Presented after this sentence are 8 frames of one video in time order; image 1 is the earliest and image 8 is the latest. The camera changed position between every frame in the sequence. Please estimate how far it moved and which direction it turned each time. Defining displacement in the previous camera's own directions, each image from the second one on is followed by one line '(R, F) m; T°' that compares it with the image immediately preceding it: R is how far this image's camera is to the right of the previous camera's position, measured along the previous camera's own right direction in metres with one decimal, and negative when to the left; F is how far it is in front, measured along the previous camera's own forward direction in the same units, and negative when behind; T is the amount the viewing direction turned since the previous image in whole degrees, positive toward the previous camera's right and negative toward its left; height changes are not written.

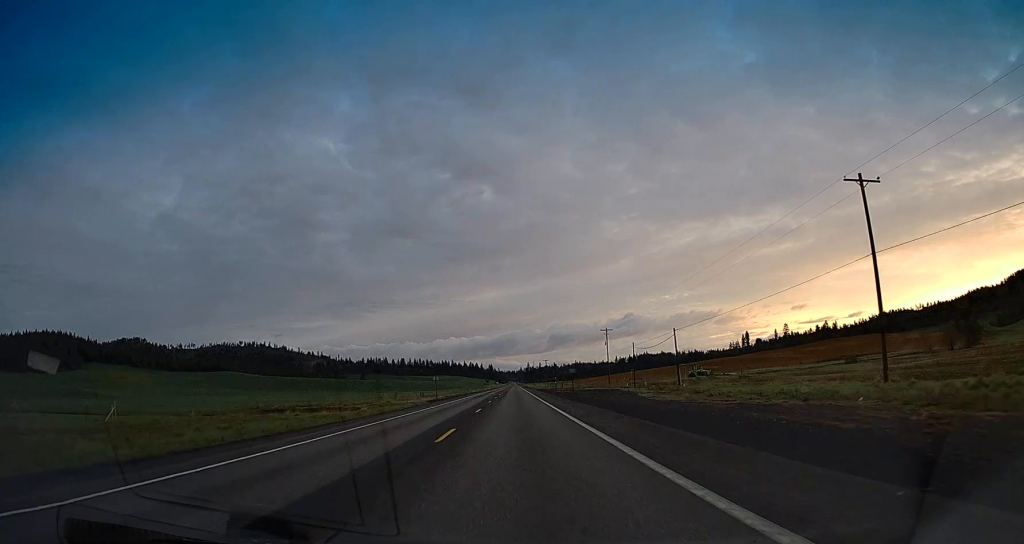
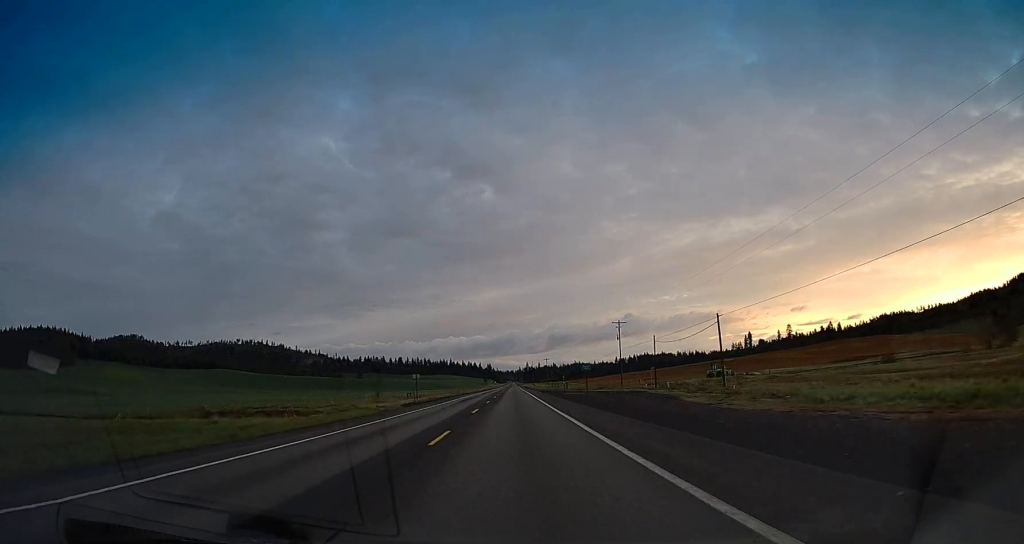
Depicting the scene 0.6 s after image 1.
(0.0, +16.8) m; +1°
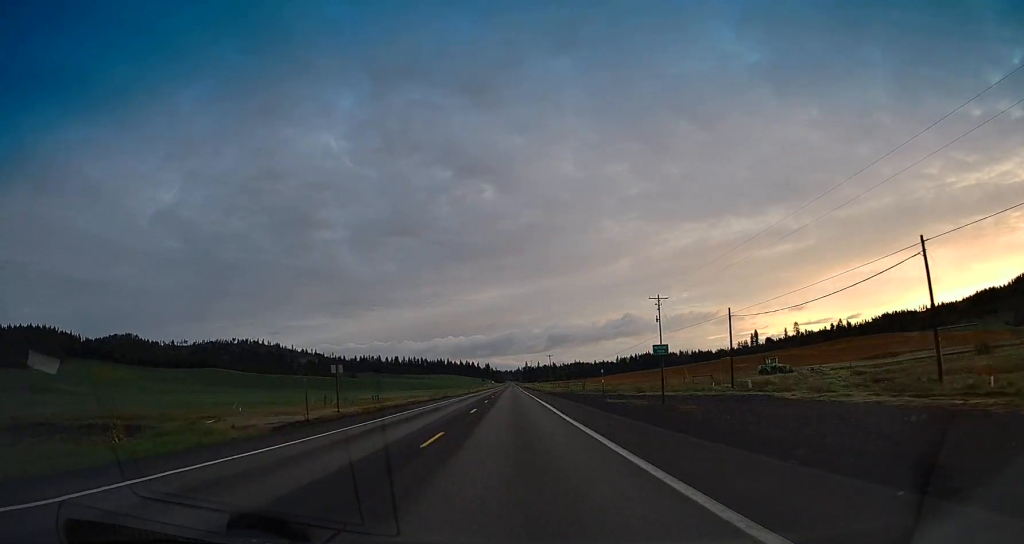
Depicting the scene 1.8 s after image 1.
(+0.3, +33.9) m; 0°
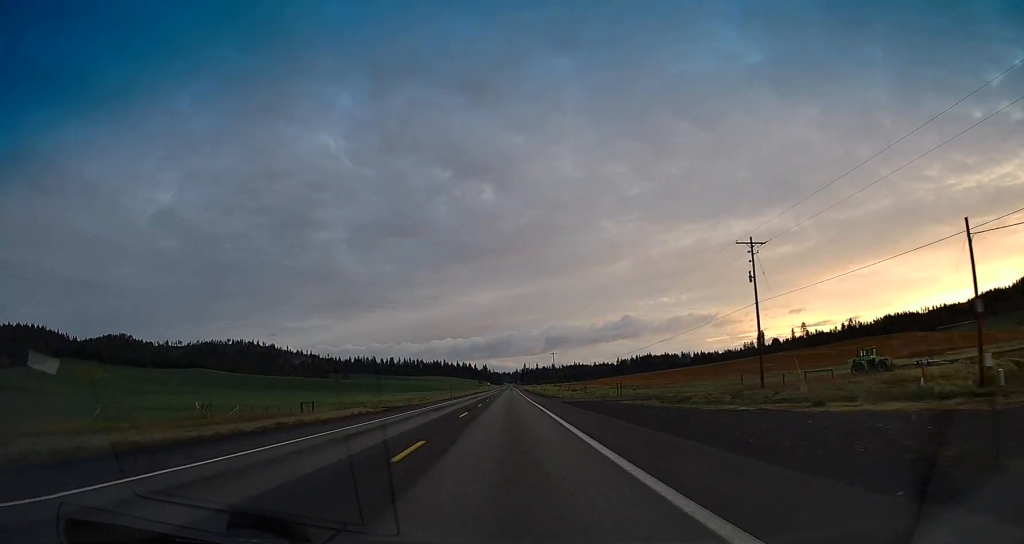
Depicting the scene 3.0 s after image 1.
(-0.3, +38.2) m; 0°
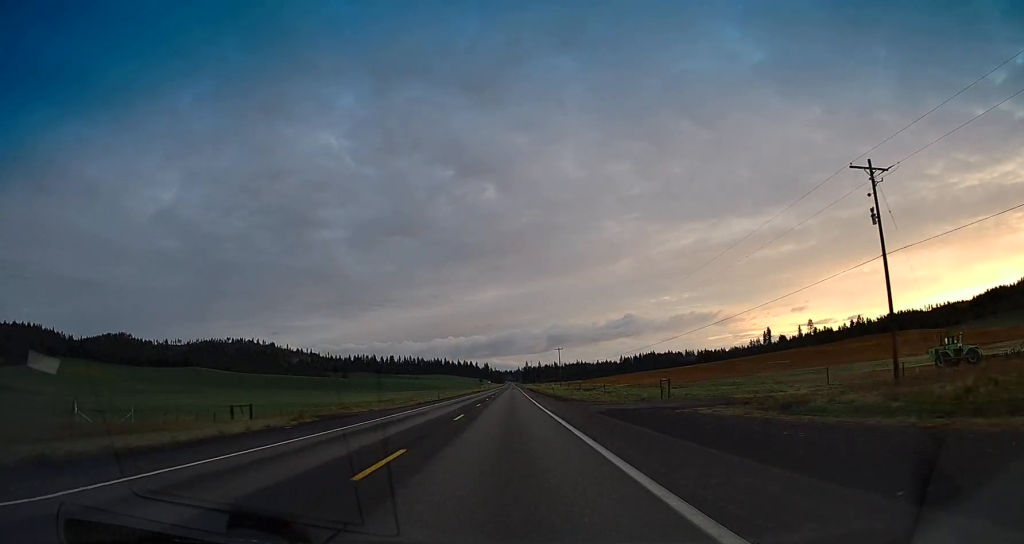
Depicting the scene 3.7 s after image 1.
(+0.1, +21.4) m; 0°
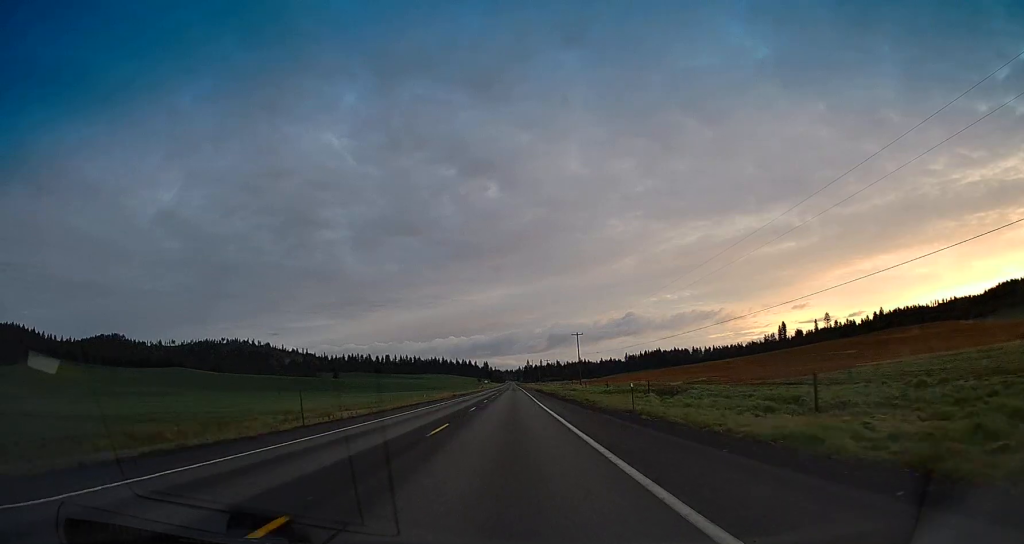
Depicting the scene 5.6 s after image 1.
(0.0, +58.2) m; -1°
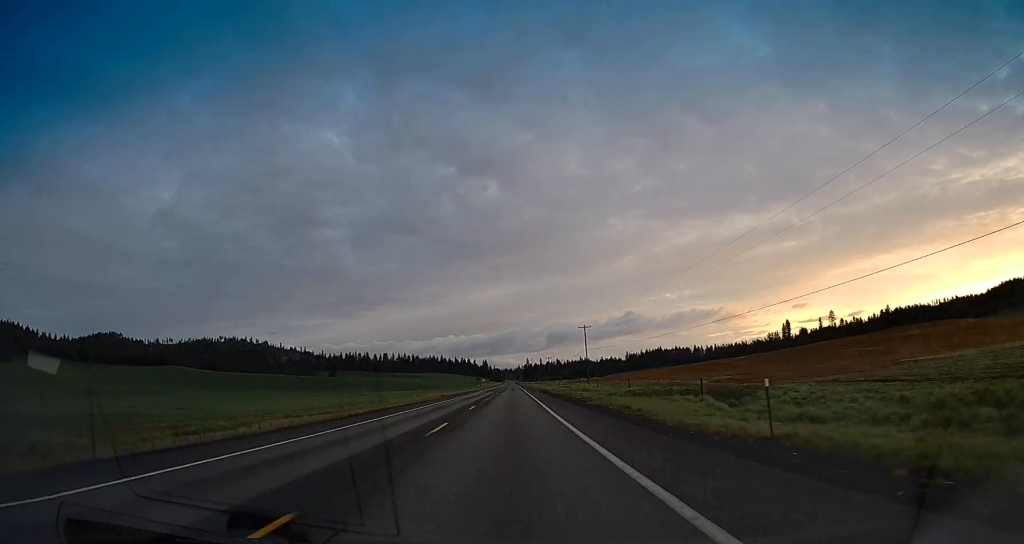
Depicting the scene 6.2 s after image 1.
(-0.3, +16.1) m; 0°
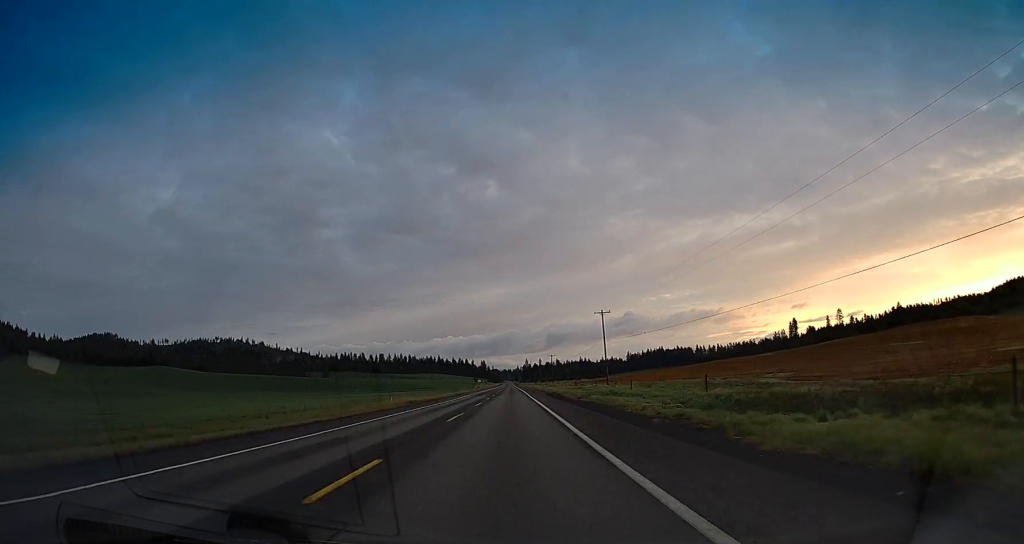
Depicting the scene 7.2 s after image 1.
(+0.2, +26.9) m; +1°
